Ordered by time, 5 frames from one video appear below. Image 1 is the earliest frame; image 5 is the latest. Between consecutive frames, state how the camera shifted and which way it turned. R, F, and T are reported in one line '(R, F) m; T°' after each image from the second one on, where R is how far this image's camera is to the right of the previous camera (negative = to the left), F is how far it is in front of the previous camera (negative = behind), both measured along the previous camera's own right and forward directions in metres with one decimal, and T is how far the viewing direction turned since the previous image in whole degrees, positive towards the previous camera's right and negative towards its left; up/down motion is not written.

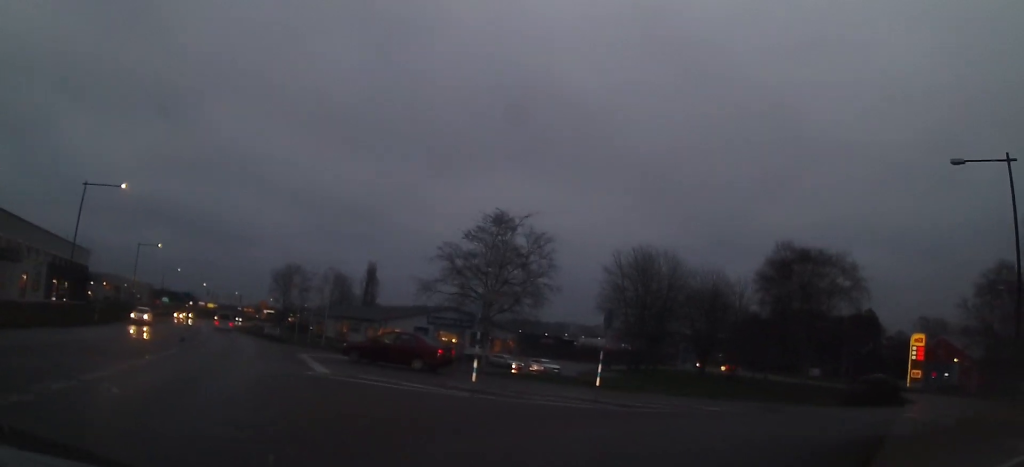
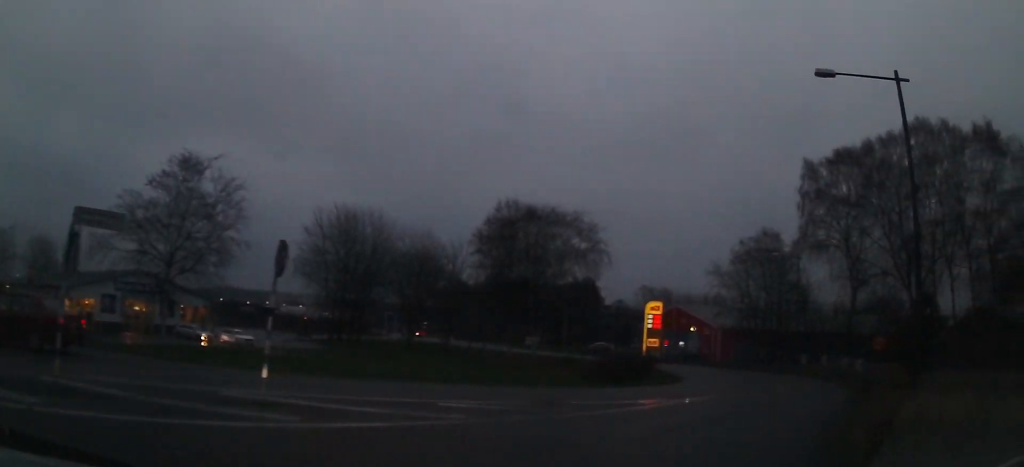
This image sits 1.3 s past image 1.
(+0.6, +11.0) m; +14°
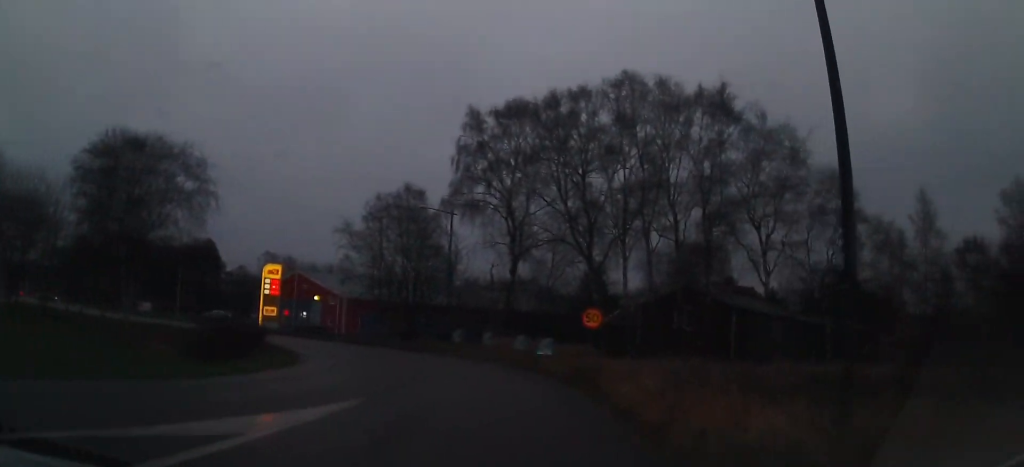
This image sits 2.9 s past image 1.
(+2.9, +9.8) m; +31°
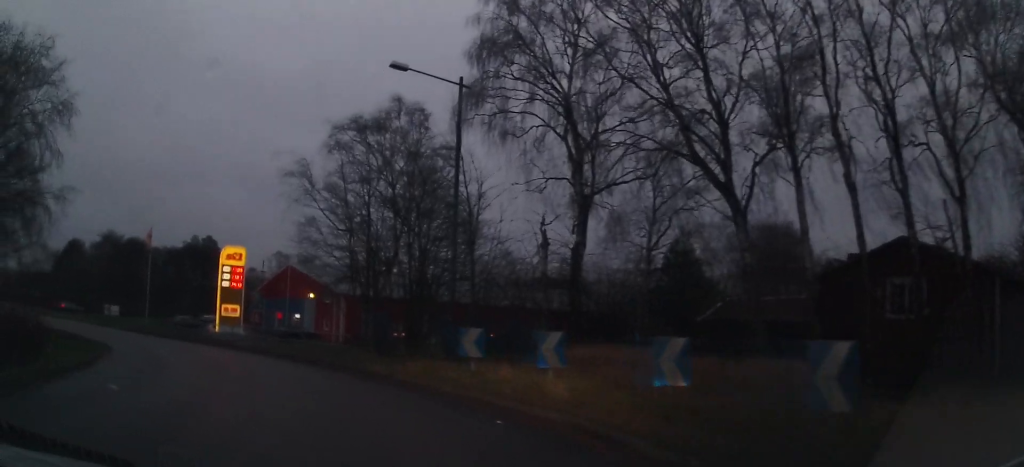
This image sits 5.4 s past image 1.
(+3.6, +13.7) m; +27°
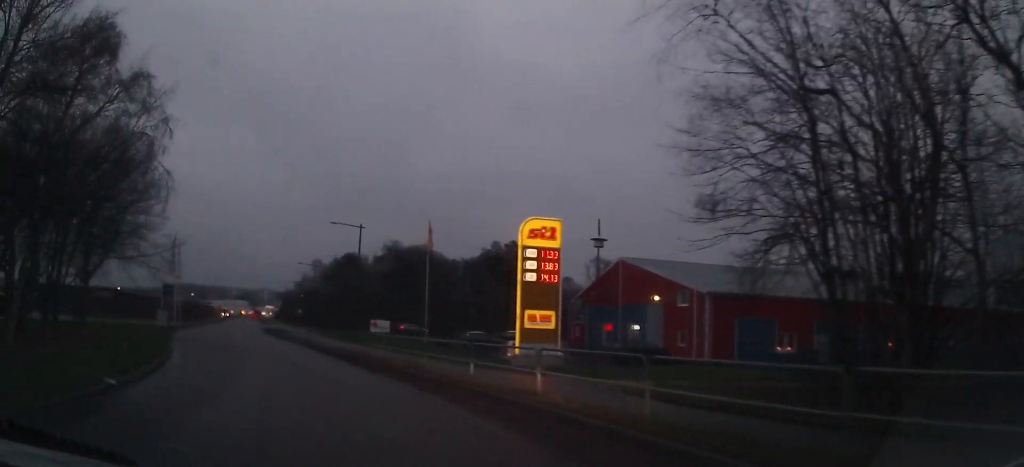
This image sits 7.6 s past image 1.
(-0.4, +14.8) m; -14°
